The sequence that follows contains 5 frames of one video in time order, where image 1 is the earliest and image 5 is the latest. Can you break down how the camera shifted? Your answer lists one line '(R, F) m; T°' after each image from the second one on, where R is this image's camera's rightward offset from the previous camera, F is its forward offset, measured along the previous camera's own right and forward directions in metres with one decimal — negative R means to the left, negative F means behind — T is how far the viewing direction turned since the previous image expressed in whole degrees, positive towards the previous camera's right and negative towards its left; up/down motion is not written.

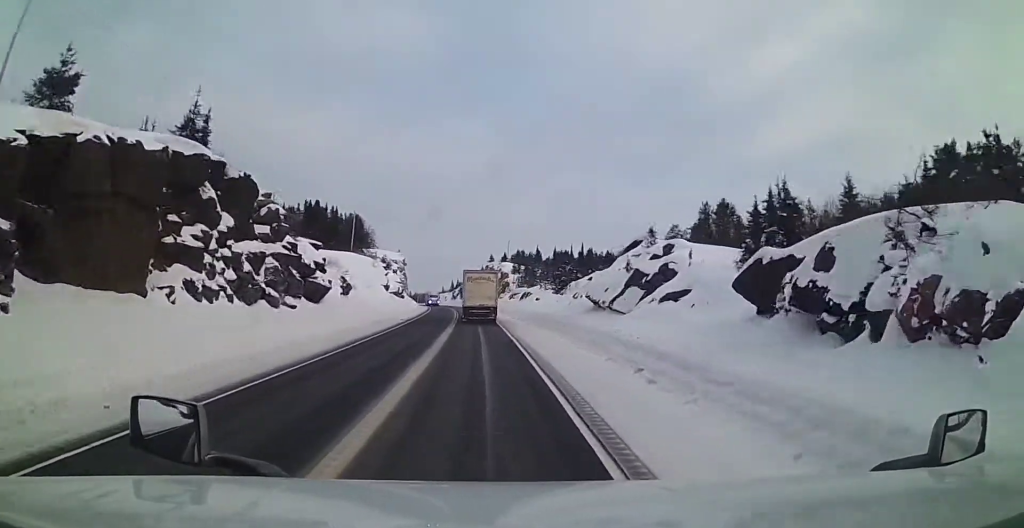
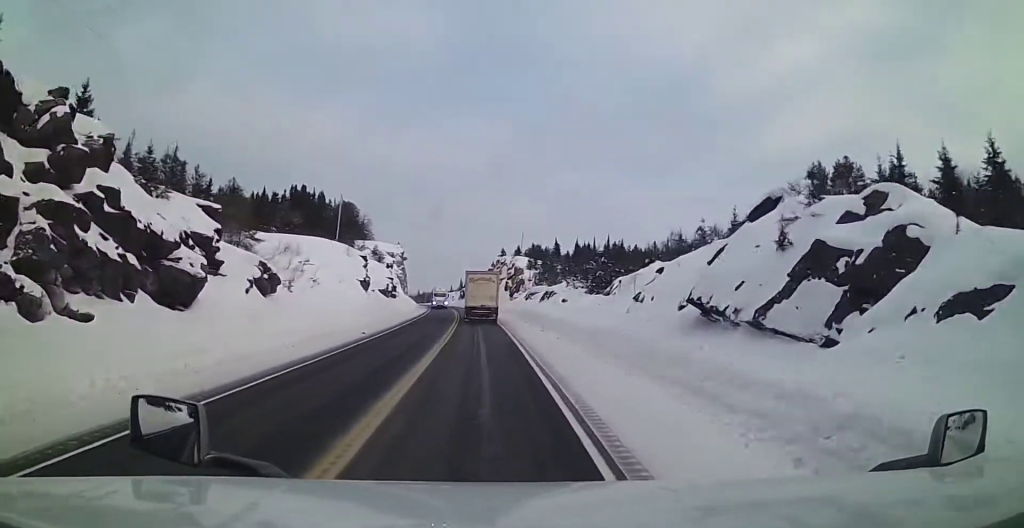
(+0.1, +17.8) m; -2°
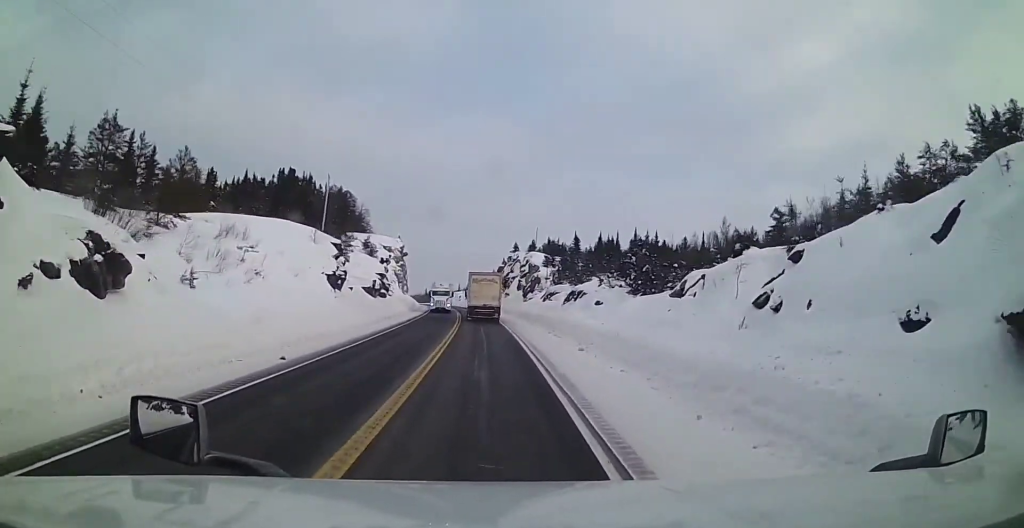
(-0.6, +13.5) m; -1°
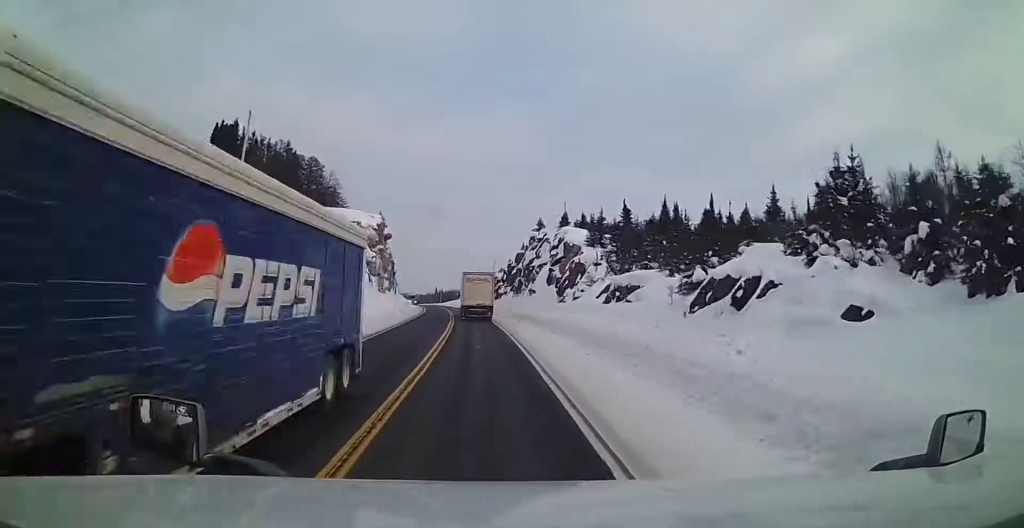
(-0.3, +30.7) m; -1°
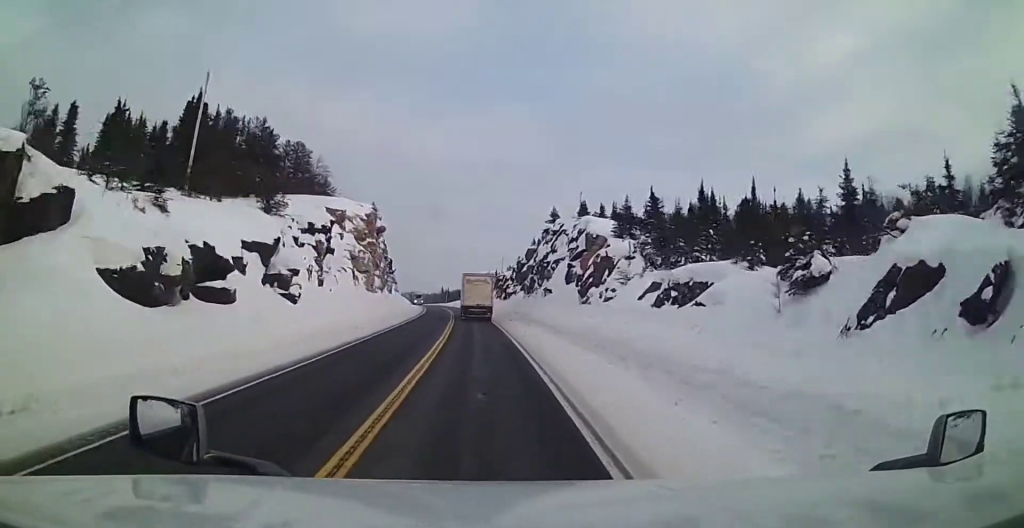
(-0.2, +10.0) m; -1°
